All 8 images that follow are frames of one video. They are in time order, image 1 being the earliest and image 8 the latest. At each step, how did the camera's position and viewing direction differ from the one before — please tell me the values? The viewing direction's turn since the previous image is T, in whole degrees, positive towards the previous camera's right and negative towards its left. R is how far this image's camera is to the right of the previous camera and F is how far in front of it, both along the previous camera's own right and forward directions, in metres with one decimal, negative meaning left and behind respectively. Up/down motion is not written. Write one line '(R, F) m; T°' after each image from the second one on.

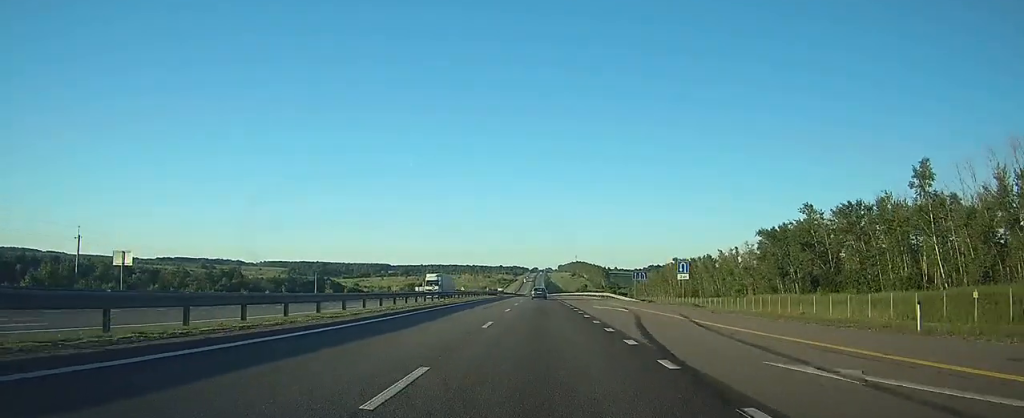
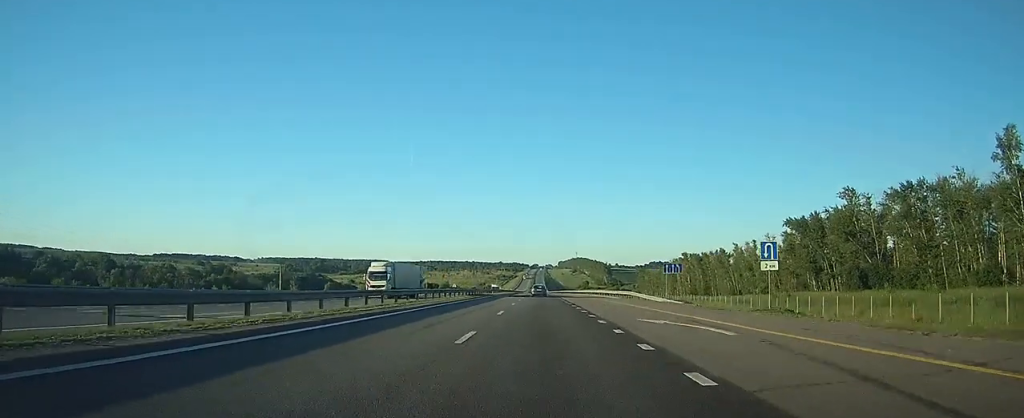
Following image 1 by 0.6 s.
(0.0, +17.8) m; 0°
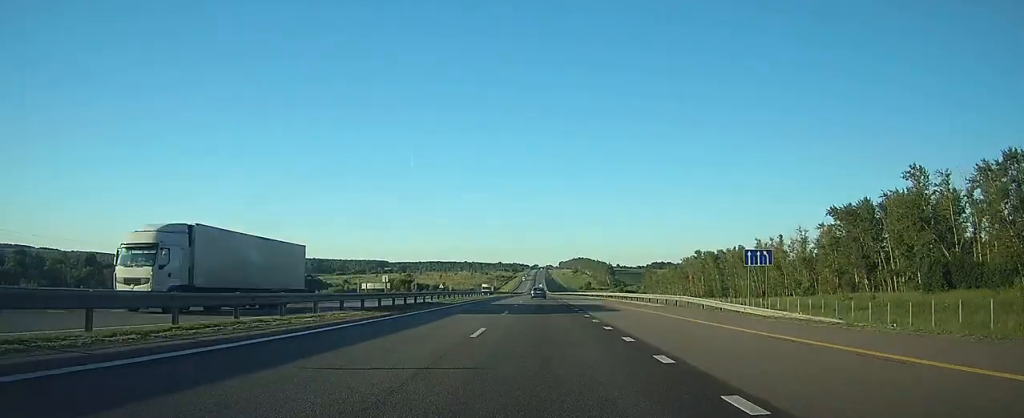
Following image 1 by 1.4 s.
(0.0, +21.7) m; 0°
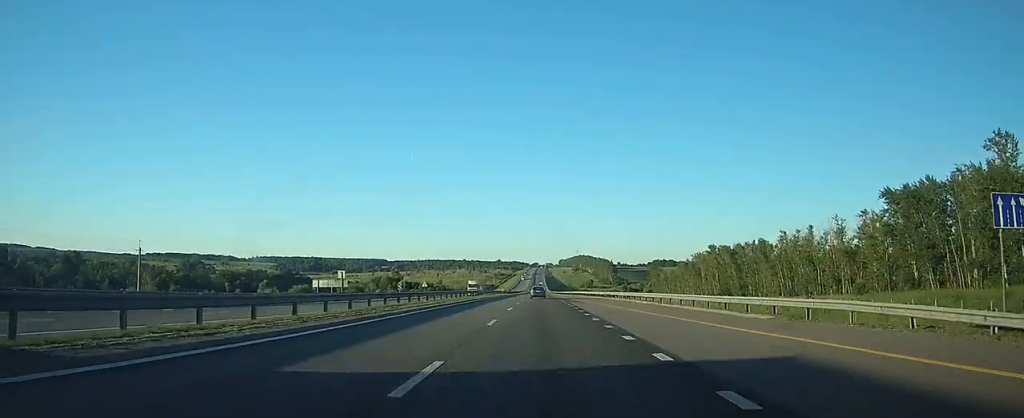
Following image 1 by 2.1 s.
(-0.1, +19.8) m; 0°
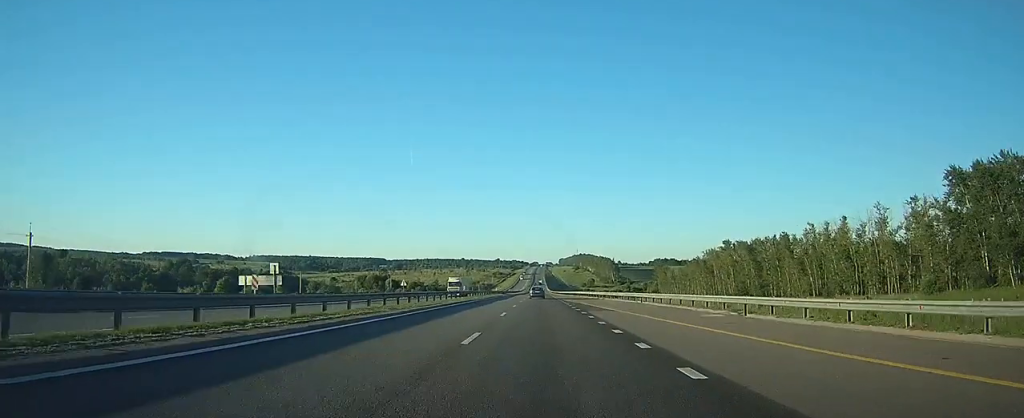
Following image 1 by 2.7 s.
(0.0, +18.0) m; 0°
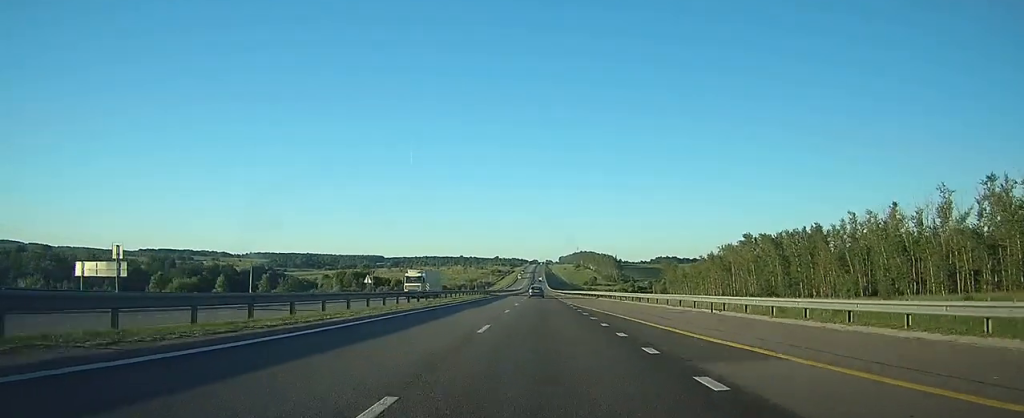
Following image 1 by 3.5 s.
(0.0, +20.9) m; 0°
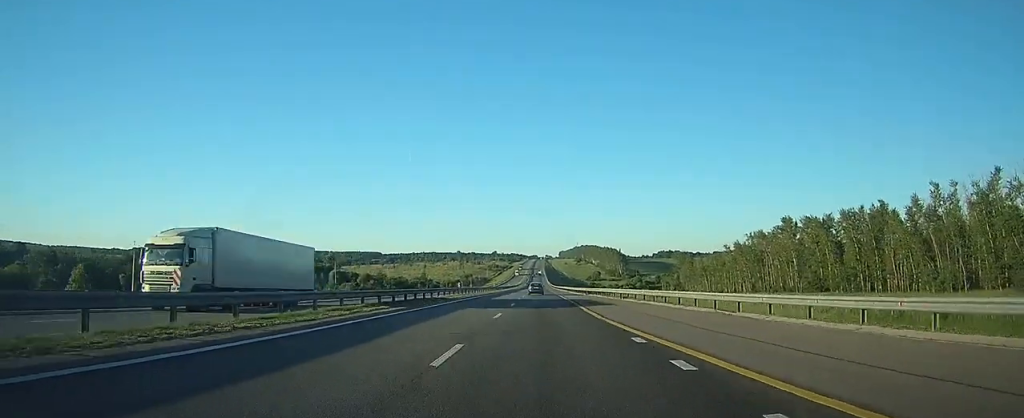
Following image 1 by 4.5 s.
(0.0, +30.5) m; 0°
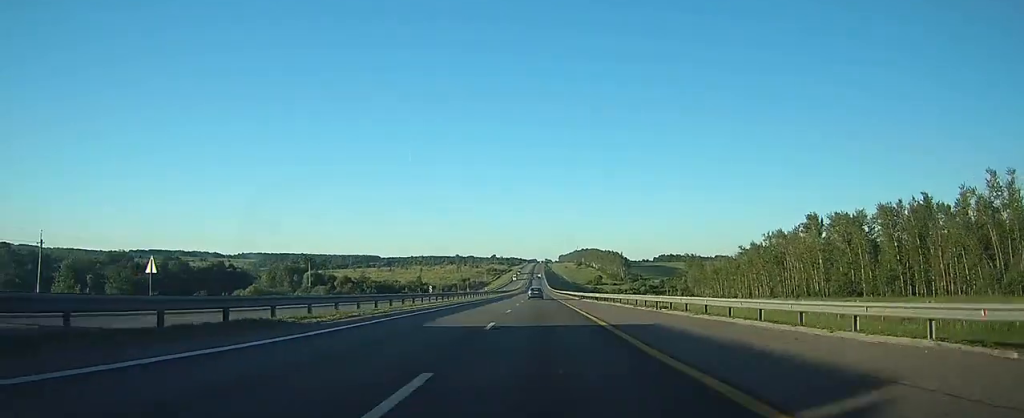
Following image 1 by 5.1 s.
(0.0, +15.3) m; 0°
